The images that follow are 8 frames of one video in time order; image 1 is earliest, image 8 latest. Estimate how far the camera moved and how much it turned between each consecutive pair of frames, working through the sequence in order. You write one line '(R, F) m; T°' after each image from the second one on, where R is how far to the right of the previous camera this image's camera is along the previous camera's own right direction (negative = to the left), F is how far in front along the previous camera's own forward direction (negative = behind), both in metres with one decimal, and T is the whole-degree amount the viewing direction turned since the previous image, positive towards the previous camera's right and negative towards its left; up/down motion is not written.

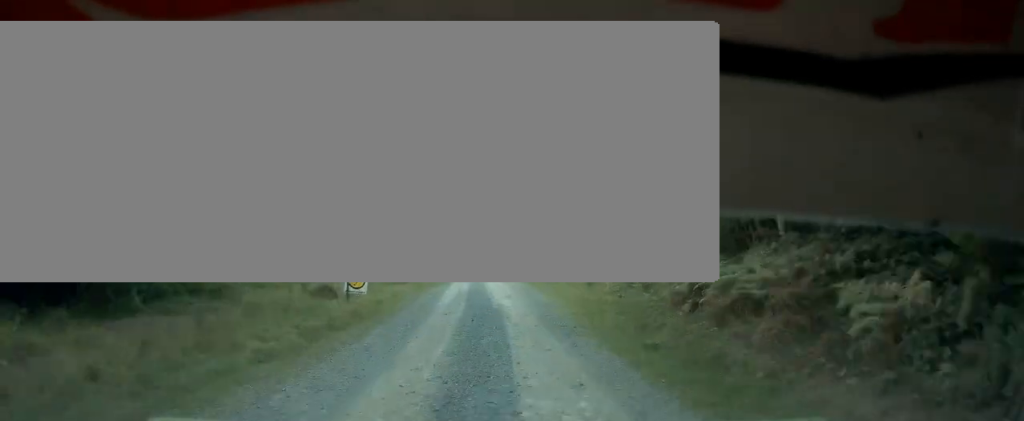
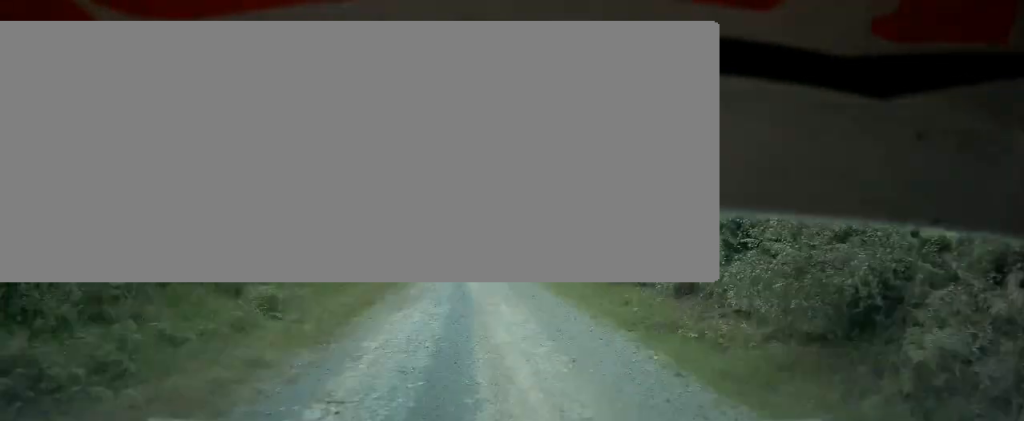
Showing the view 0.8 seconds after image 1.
(+0.4, +23.9) m; +2°
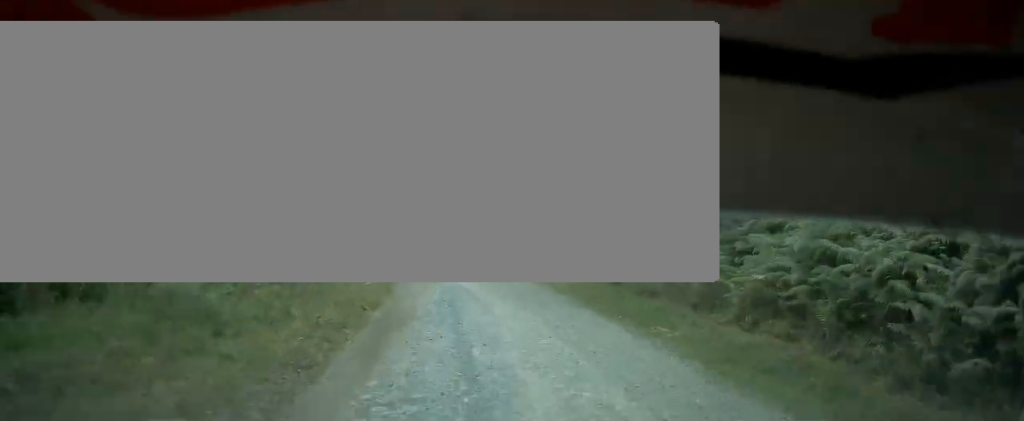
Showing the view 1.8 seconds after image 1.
(+0.6, +20.8) m; +2°
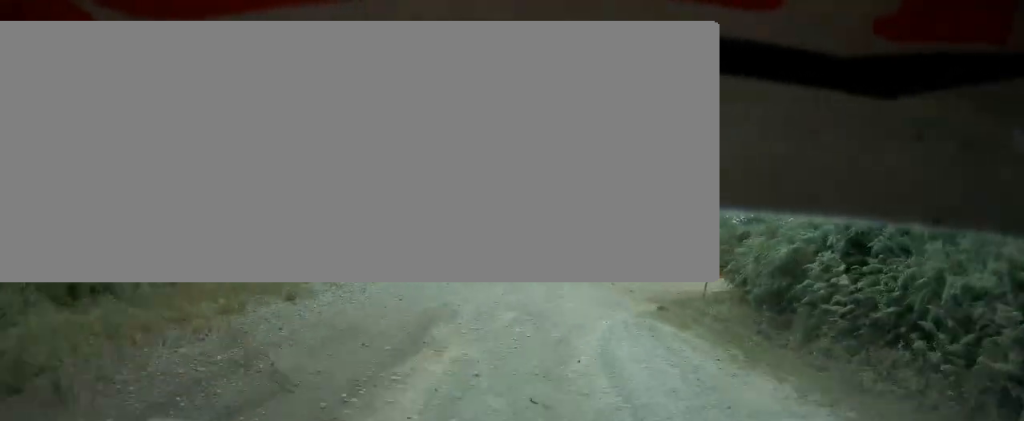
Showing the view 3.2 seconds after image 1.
(+0.7, +20.3) m; +12°
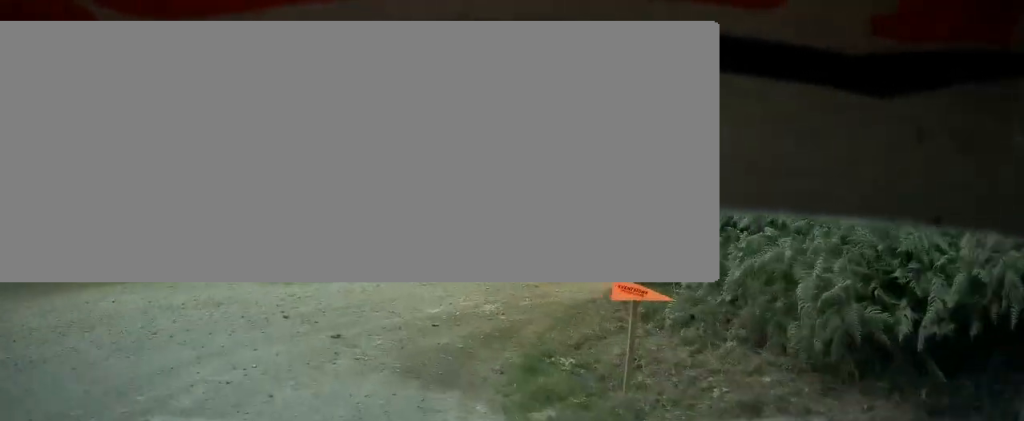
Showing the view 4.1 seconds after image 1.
(+1.3, +10.2) m; +28°
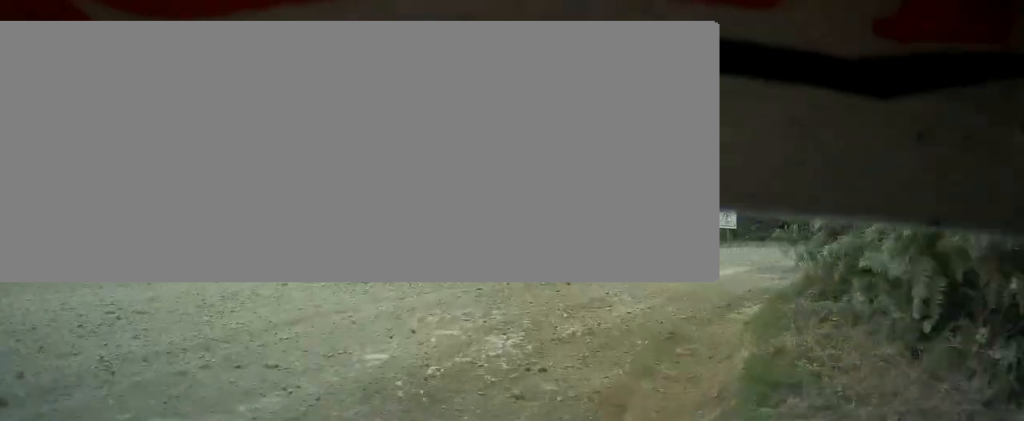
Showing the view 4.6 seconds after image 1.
(-0.7, +5.8) m; +25°
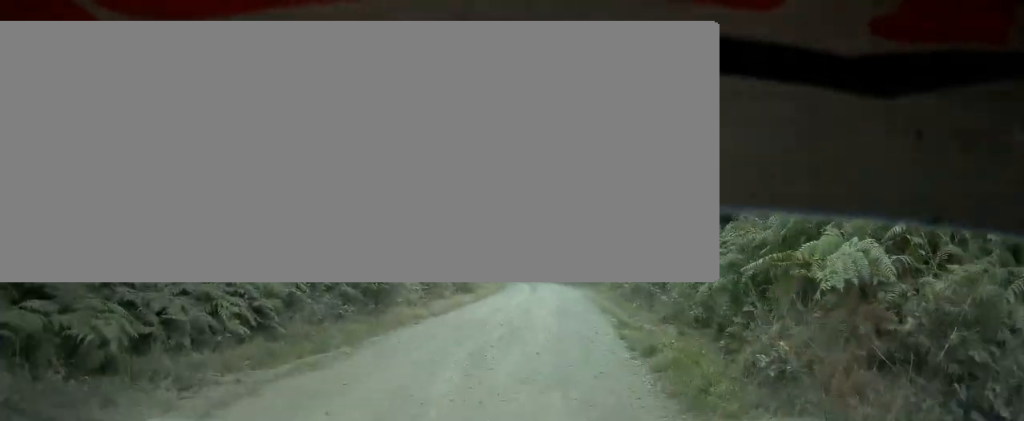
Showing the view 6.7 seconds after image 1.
(+17.9, +16.4) m; +61°
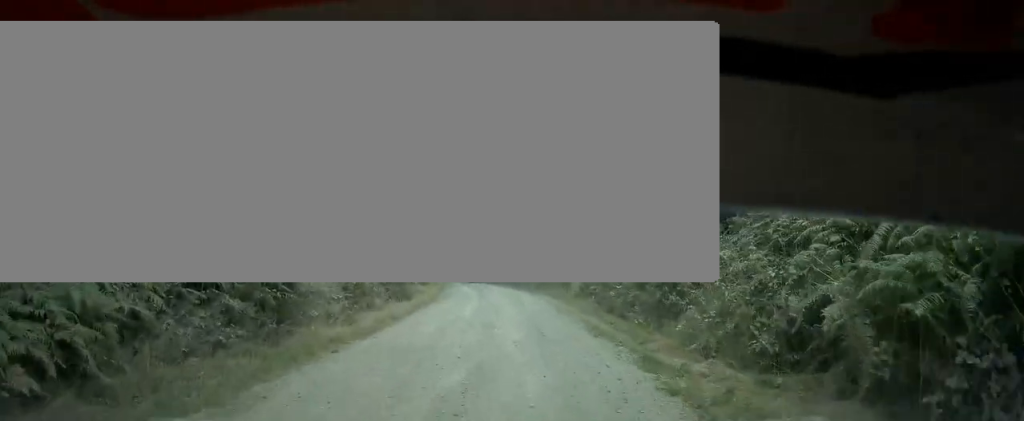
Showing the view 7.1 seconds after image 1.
(0.0, +6.0) m; 0°
